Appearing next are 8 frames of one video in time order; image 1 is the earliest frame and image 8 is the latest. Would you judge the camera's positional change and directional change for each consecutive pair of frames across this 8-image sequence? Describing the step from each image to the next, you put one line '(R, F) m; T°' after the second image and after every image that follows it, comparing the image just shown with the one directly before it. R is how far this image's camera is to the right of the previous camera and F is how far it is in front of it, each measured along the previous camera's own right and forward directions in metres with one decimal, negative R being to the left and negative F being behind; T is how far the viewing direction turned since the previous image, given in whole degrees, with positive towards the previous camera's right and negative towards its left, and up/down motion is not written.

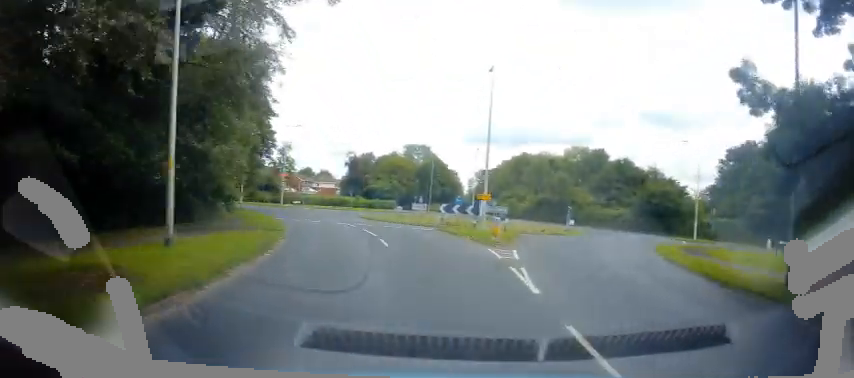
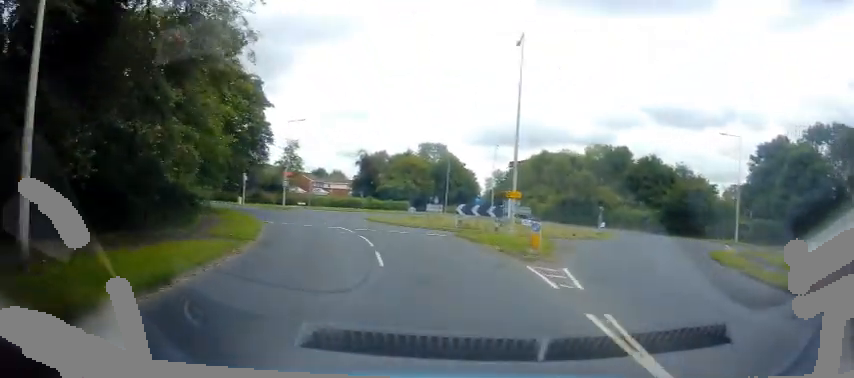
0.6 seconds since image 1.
(+0.1, +5.4) m; -2°
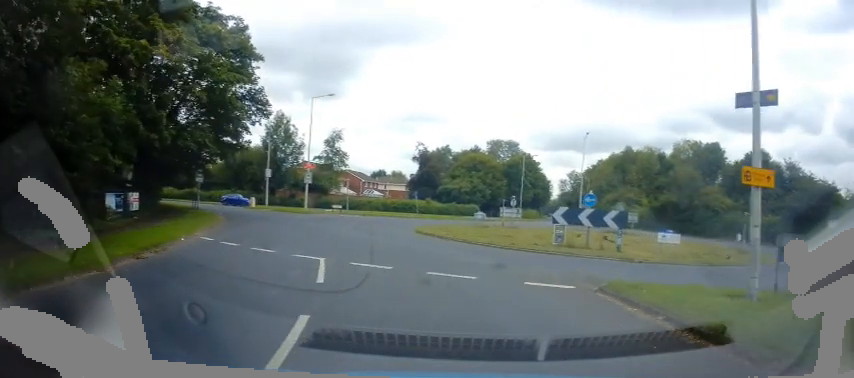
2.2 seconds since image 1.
(-1.1, +14.3) m; -9°
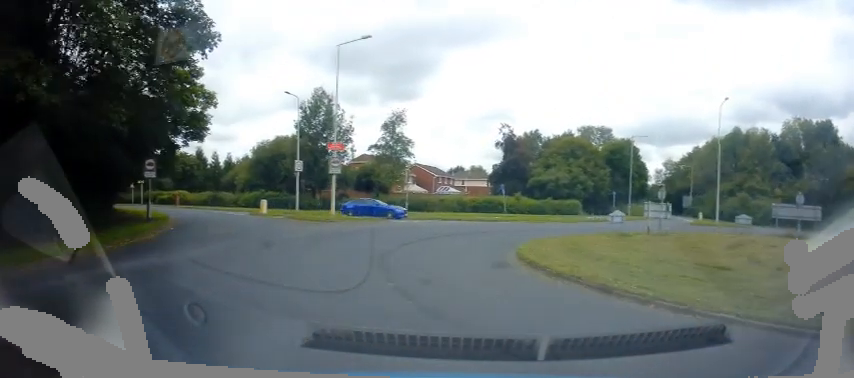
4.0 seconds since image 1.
(-1.0, +14.5) m; -5°
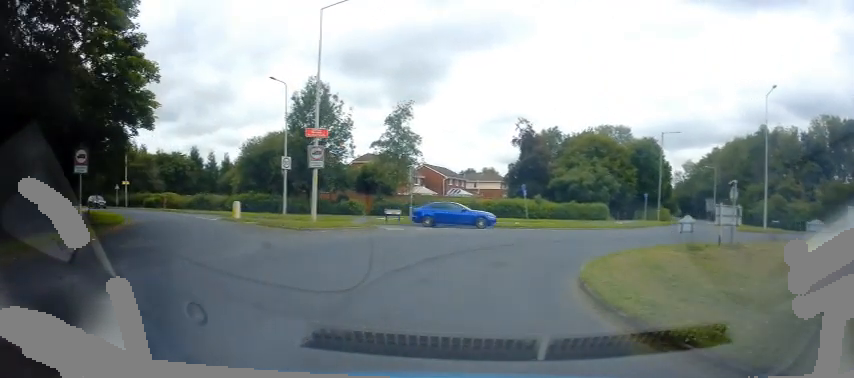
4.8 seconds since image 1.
(-0.1, +5.6) m; +3°
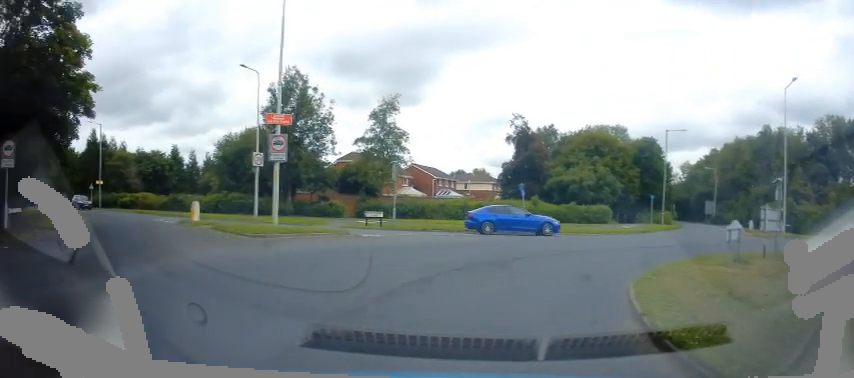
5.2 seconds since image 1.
(+0.1, +3.3) m; +6°
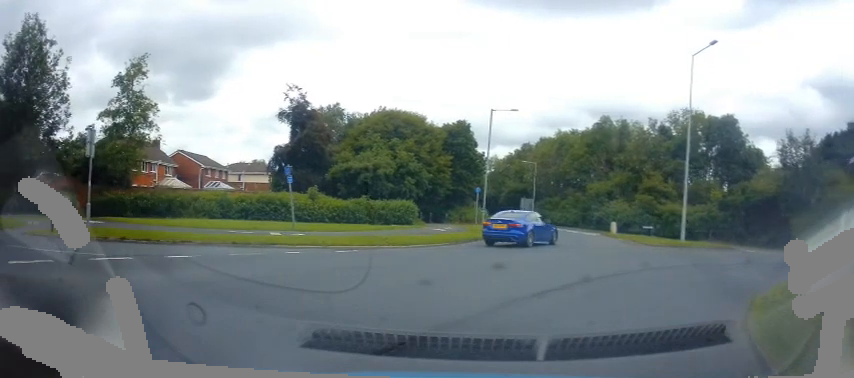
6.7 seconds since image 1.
(+2.0, +10.0) m; +32°
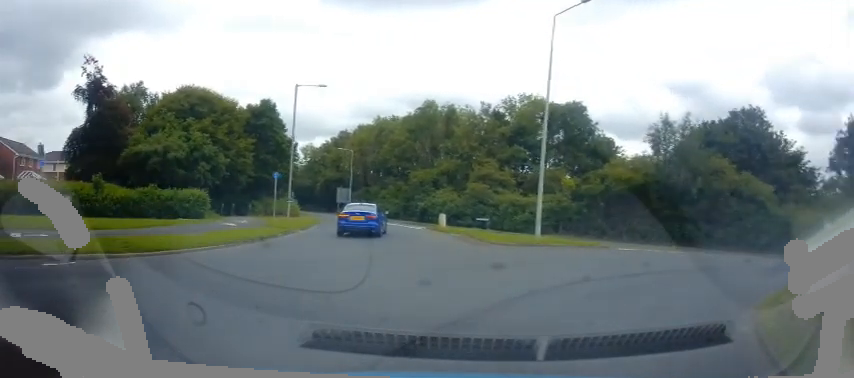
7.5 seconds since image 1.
(+1.2, +4.7) m; +23°
